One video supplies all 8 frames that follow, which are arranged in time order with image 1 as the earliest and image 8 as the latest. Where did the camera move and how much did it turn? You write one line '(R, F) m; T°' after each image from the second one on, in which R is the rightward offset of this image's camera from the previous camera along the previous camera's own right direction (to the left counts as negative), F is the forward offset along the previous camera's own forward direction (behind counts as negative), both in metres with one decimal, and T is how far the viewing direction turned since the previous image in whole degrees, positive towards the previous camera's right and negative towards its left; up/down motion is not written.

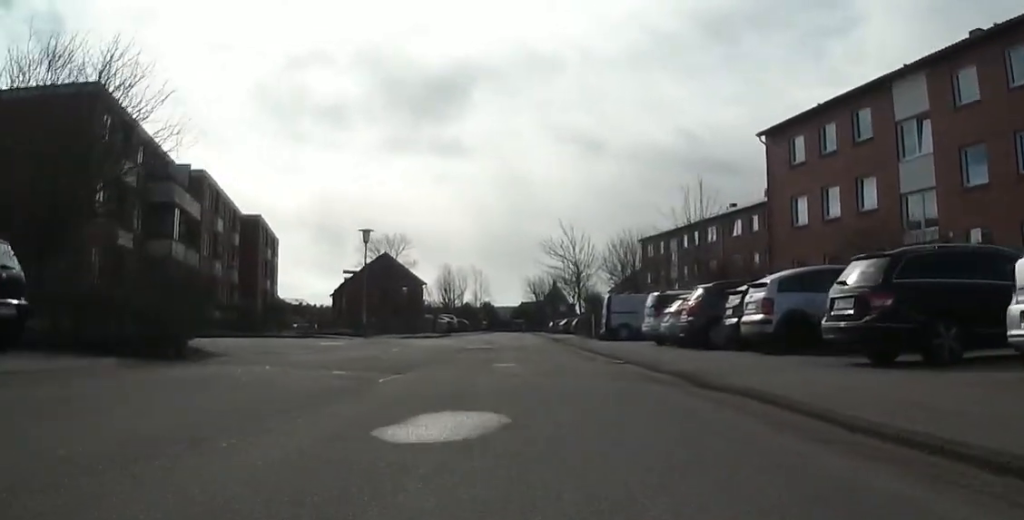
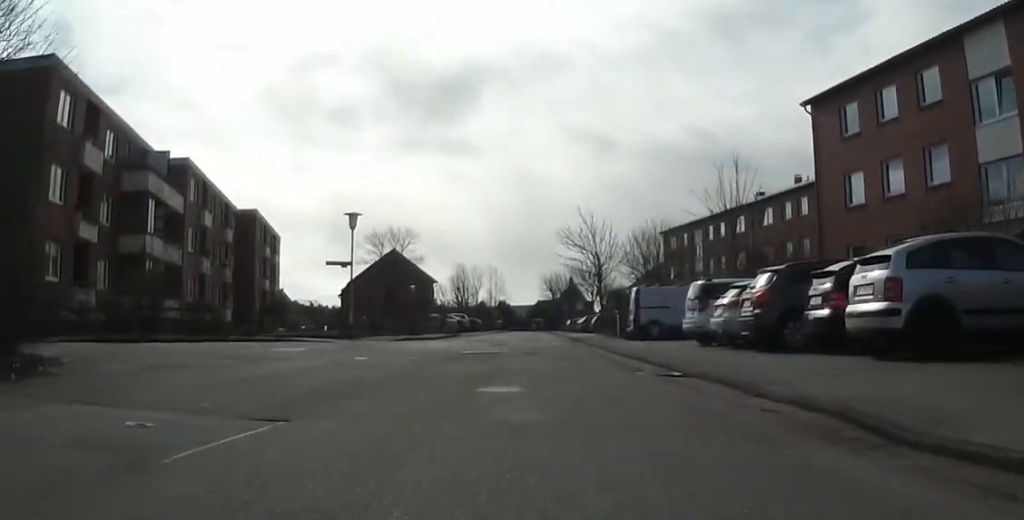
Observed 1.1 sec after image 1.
(-0.3, +4.9) m; -3°
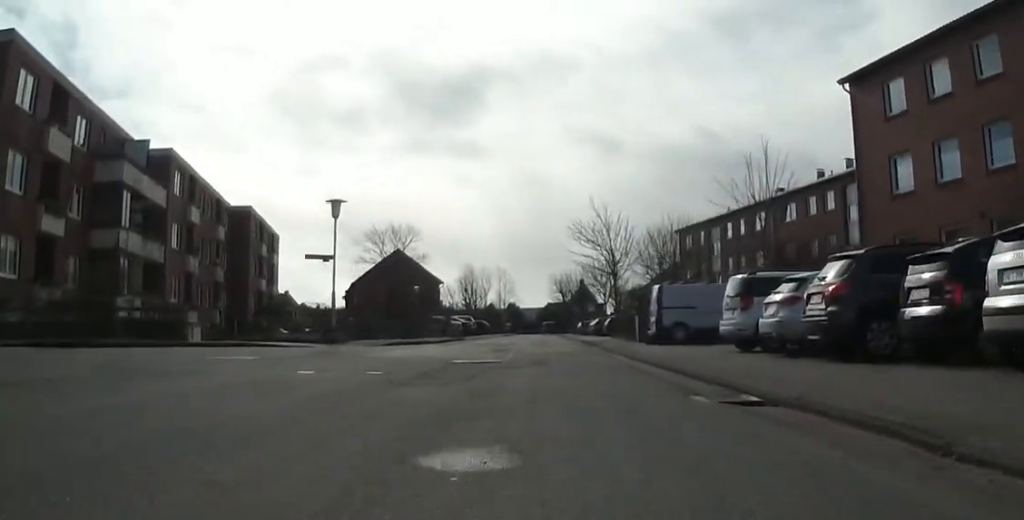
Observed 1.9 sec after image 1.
(0.0, +3.5) m; 0°
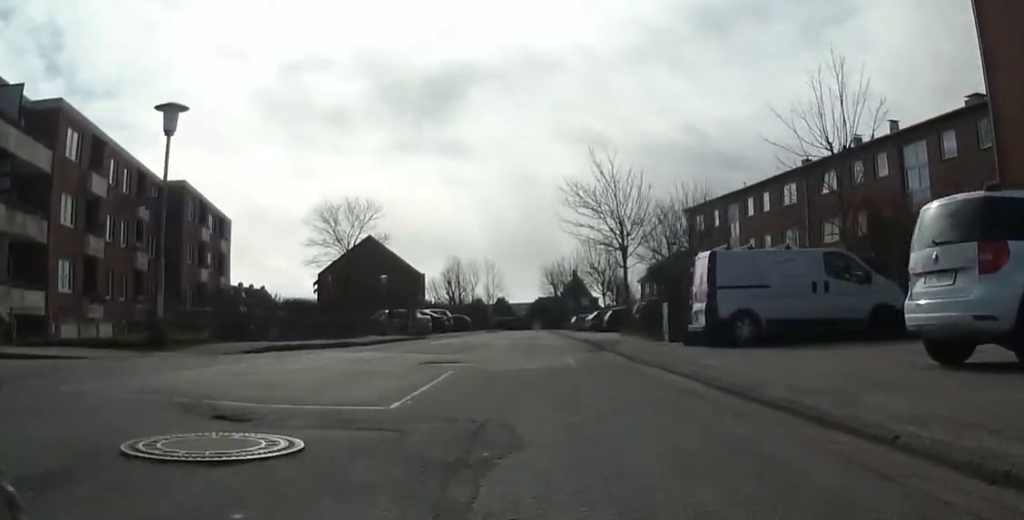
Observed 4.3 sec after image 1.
(0.0, +10.2) m; 0°
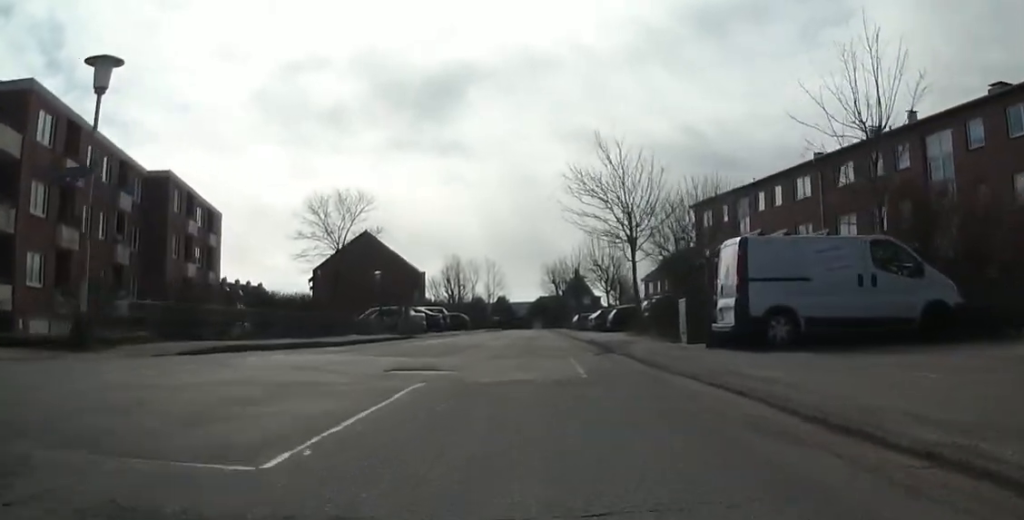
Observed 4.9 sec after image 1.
(0.0, +2.5) m; 0°
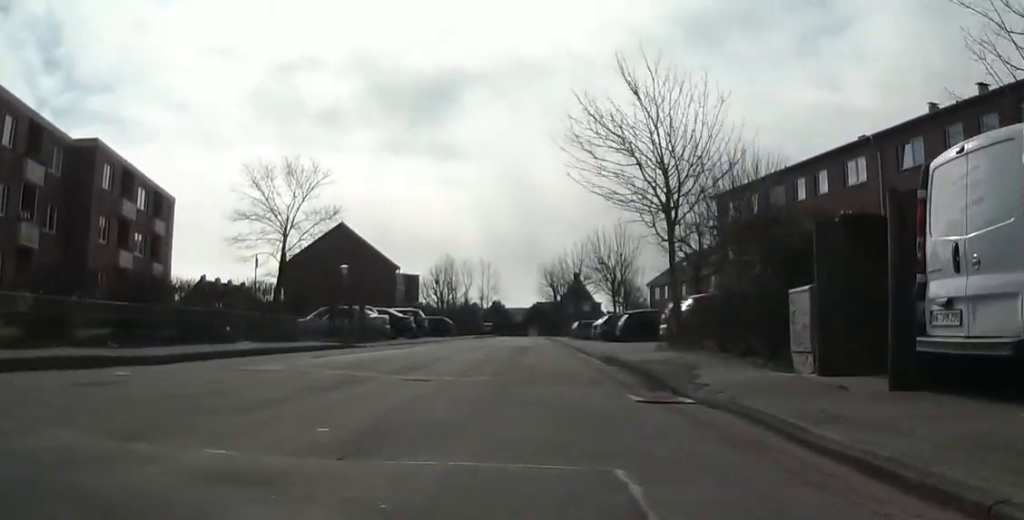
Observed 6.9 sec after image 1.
(0.0, +8.9) m; 0°
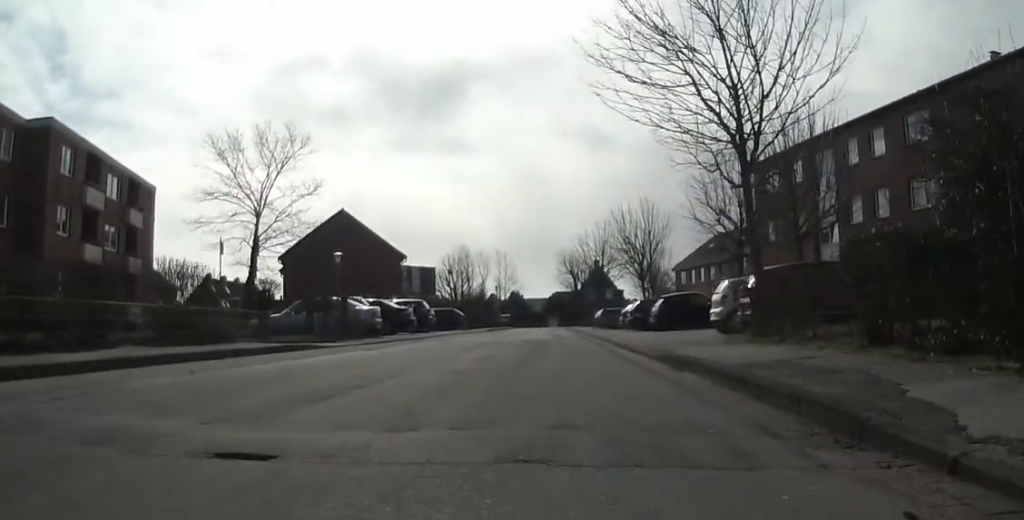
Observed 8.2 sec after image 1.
(0.0, +5.4) m; 0°
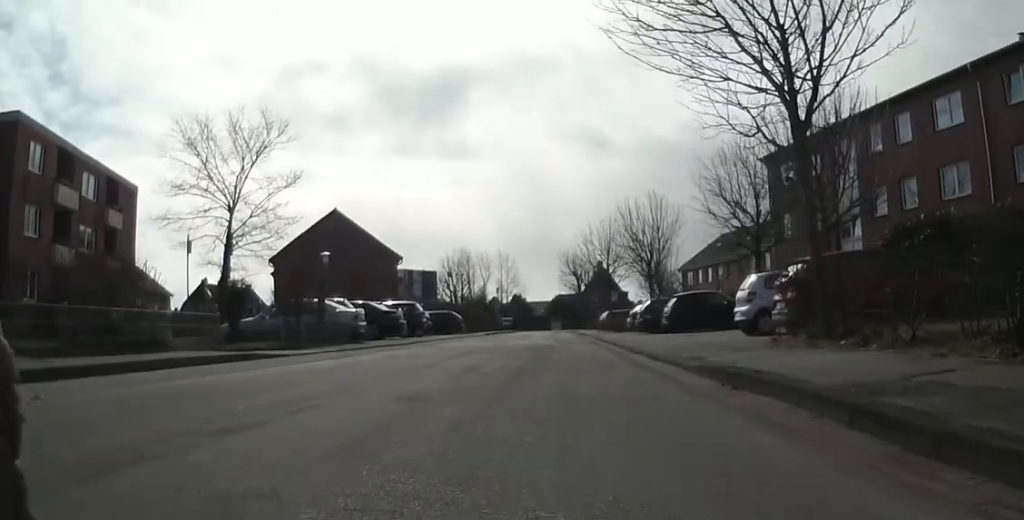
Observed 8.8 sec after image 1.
(0.0, +2.7) m; 0°
